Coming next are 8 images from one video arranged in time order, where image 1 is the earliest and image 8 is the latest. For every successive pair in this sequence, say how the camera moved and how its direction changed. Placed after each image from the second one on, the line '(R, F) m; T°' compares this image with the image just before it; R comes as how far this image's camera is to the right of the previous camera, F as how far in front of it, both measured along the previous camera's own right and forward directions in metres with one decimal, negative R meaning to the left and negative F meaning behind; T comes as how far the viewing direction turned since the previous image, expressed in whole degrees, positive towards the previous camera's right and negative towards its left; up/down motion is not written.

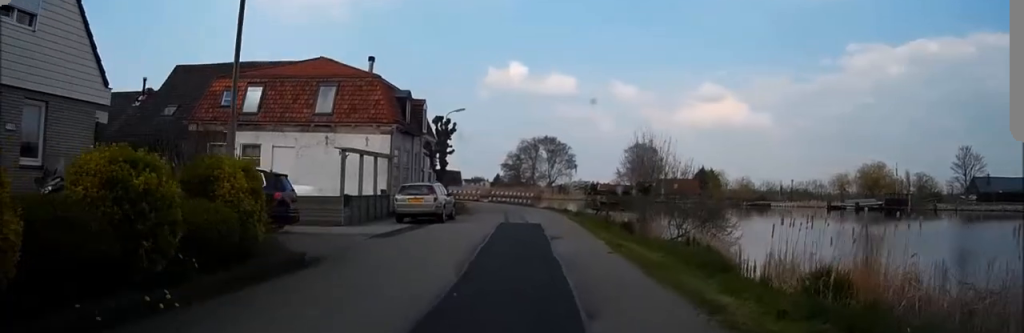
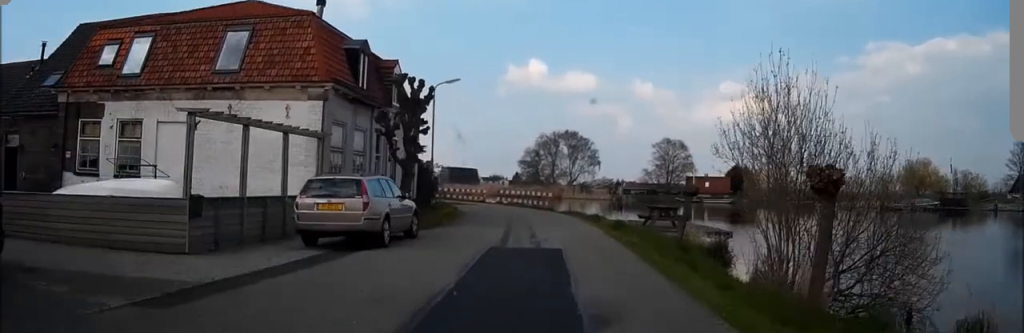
(0.0, +6.7) m; 0°
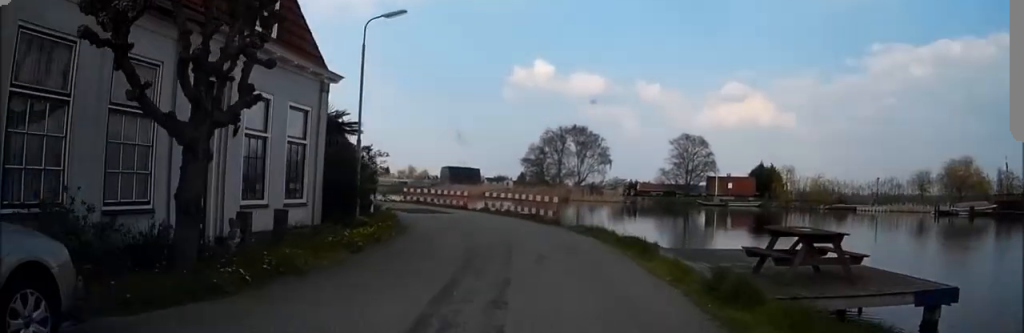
(0.0, +7.1) m; 0°
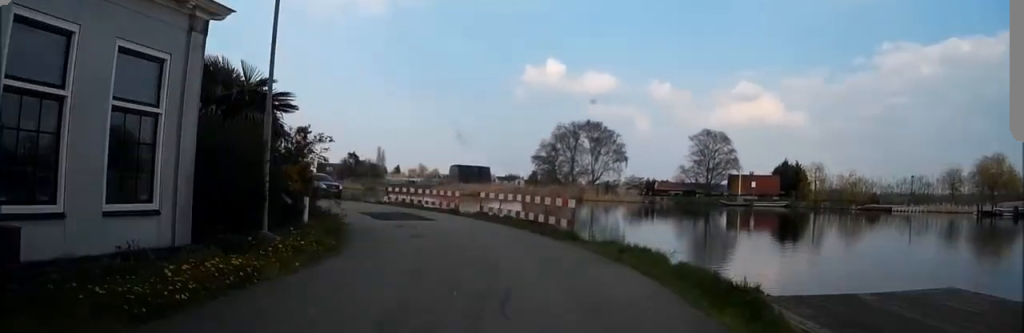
(0.0, +3.7) m; 0°
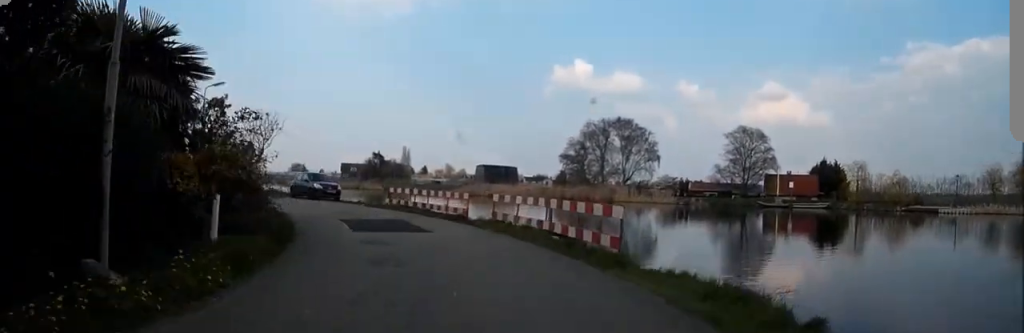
(0.0, +2.9) m; 0°
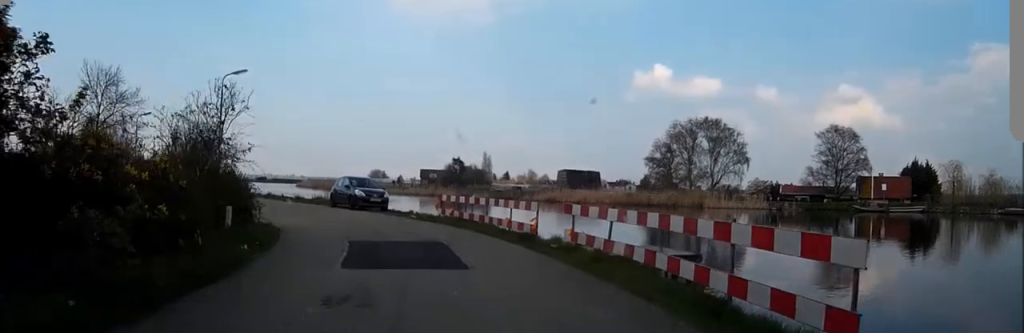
(0.0, +3.4) m; 0°
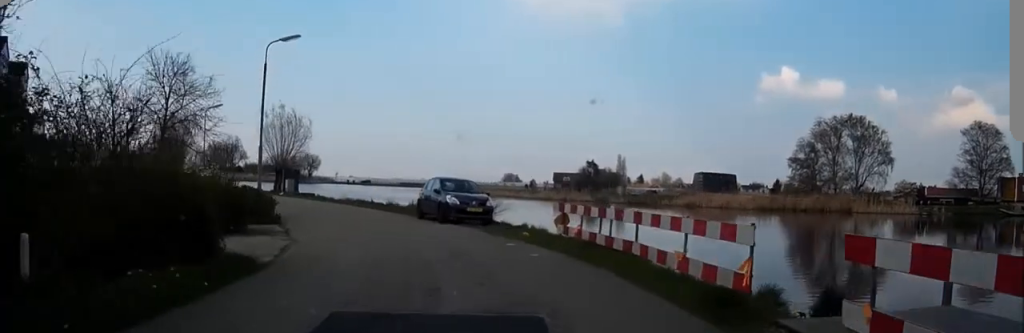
(0.0, +4.2) m; 0°
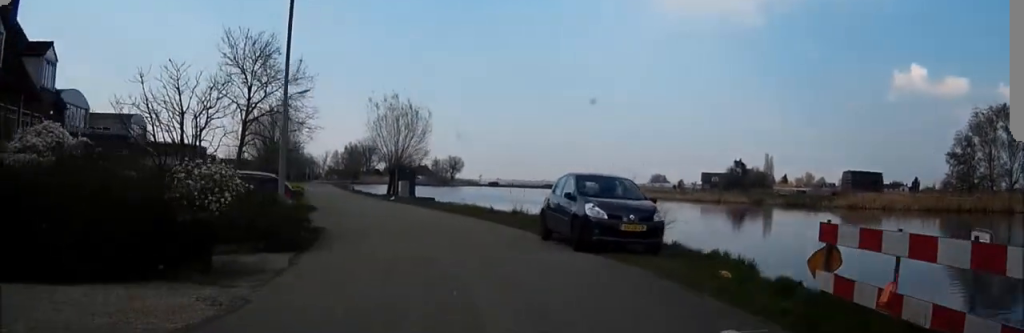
(0.0, +4.2) m; 0°
